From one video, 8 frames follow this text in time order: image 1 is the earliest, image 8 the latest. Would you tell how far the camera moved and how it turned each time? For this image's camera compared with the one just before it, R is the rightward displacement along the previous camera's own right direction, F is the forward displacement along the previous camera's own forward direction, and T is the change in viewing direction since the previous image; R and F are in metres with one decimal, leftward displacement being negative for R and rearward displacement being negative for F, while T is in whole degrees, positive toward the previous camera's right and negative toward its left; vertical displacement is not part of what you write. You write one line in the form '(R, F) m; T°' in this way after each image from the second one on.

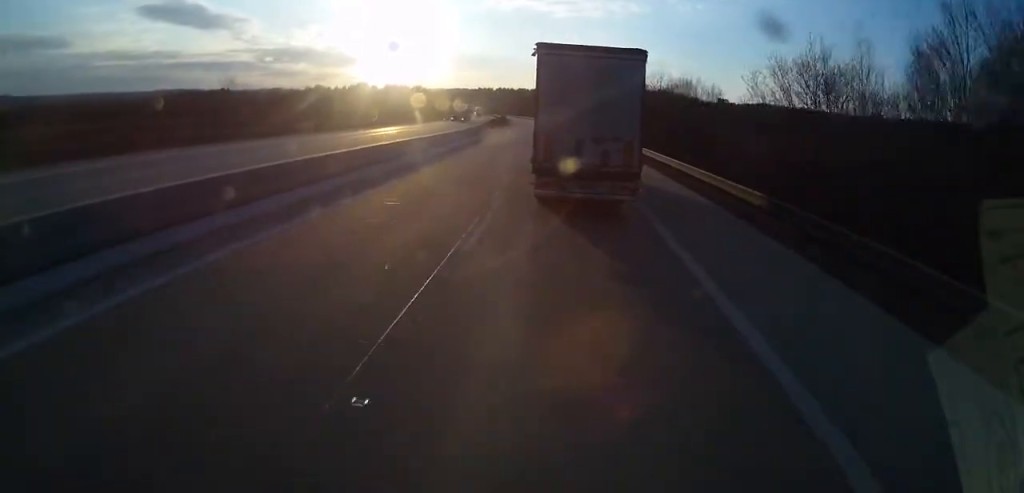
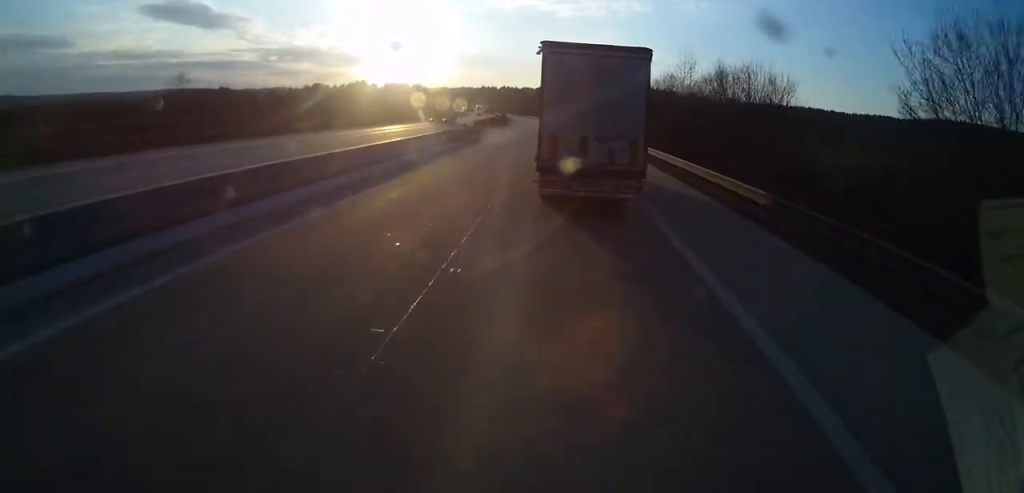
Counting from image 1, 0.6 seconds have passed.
(0.0, +14.1) m; 0°
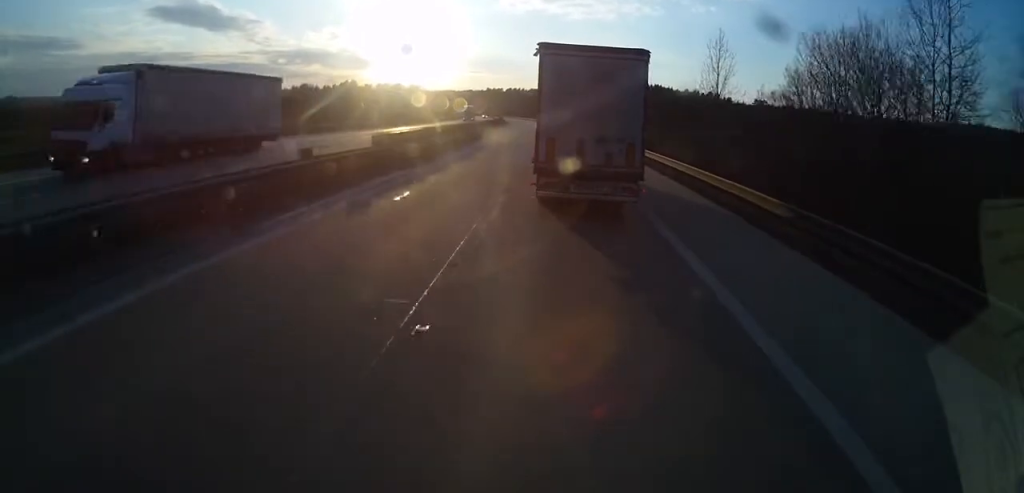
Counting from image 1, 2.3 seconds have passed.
(0.0, +39.3) m; -1°
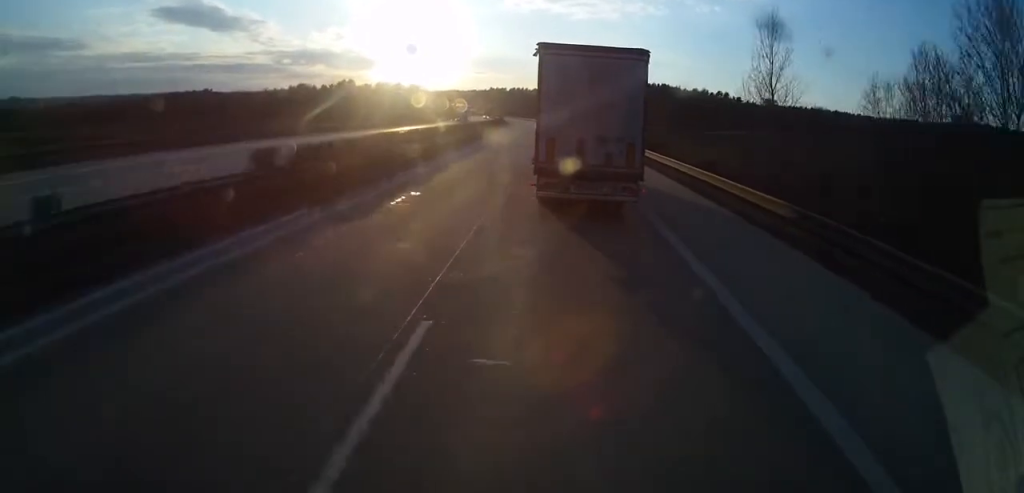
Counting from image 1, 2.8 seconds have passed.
(0.0, +11.8) m; -1°
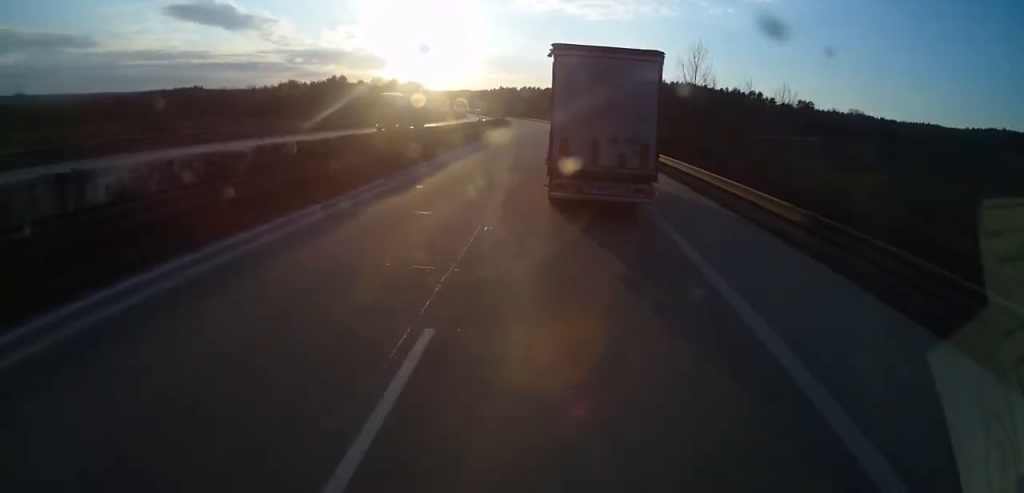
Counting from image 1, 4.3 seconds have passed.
(-1.0, +36.9) m; -2°
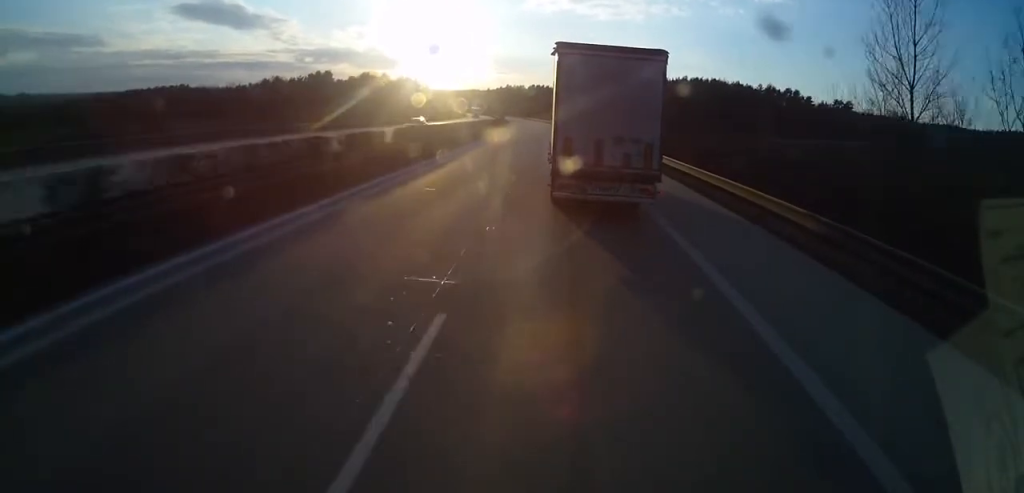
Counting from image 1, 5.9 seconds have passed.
(+0.1, +36.0) m; -1°
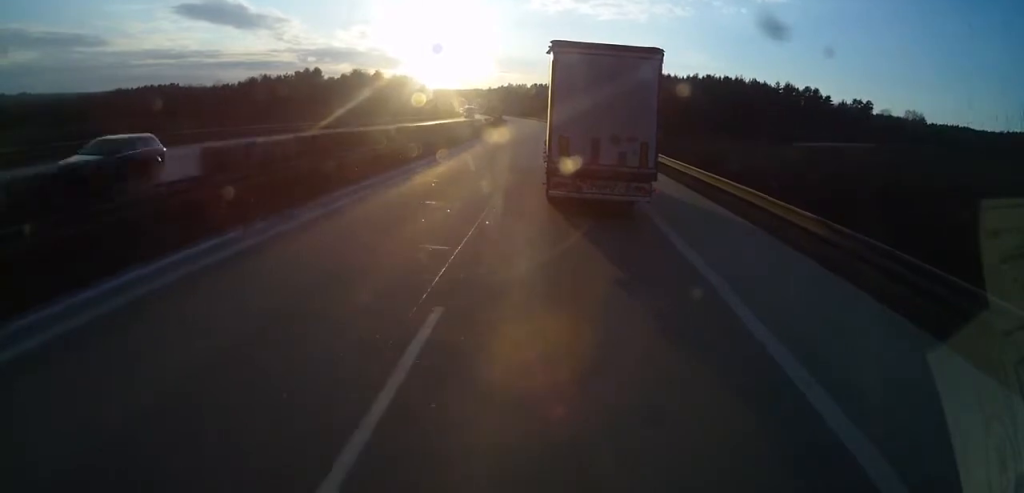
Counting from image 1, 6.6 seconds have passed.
(-0.3, +18.0) m; -1°
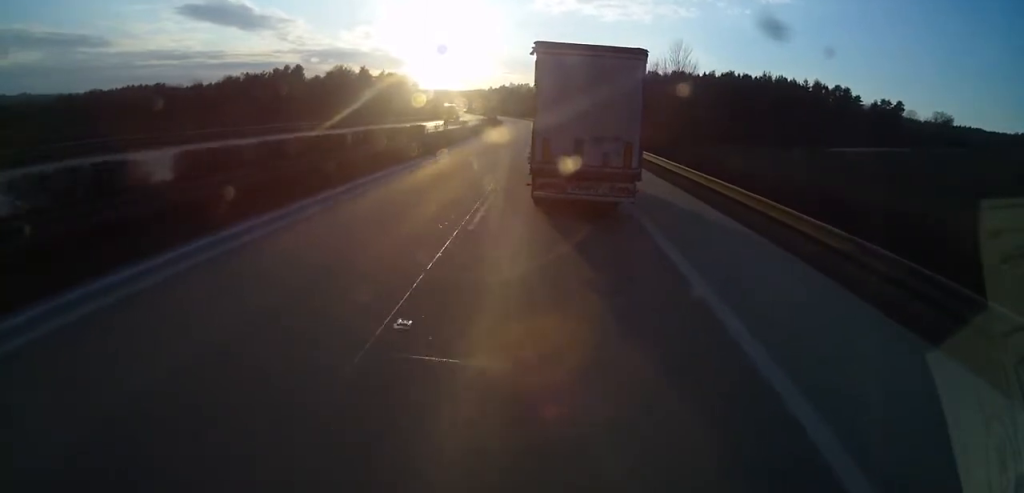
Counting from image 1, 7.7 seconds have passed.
(0.0, +25.0) m; 0°
